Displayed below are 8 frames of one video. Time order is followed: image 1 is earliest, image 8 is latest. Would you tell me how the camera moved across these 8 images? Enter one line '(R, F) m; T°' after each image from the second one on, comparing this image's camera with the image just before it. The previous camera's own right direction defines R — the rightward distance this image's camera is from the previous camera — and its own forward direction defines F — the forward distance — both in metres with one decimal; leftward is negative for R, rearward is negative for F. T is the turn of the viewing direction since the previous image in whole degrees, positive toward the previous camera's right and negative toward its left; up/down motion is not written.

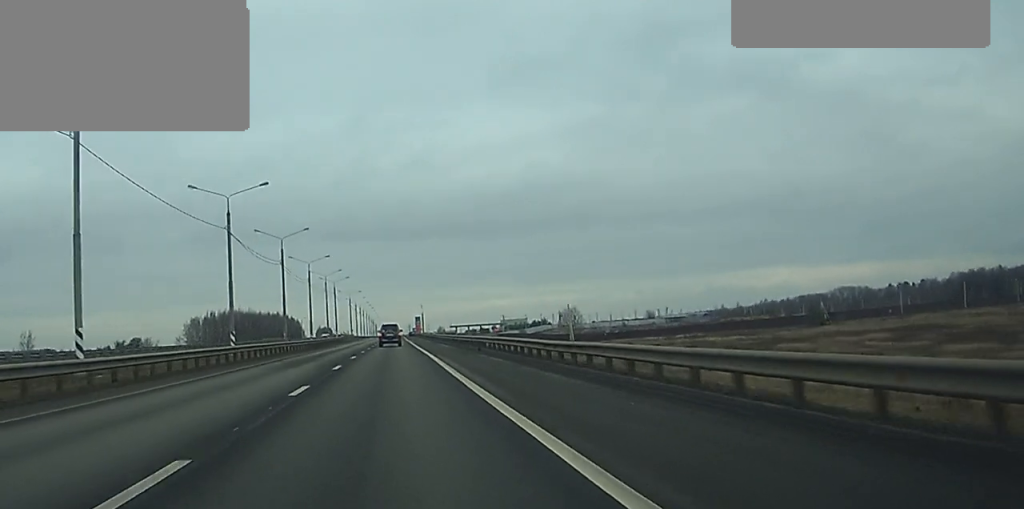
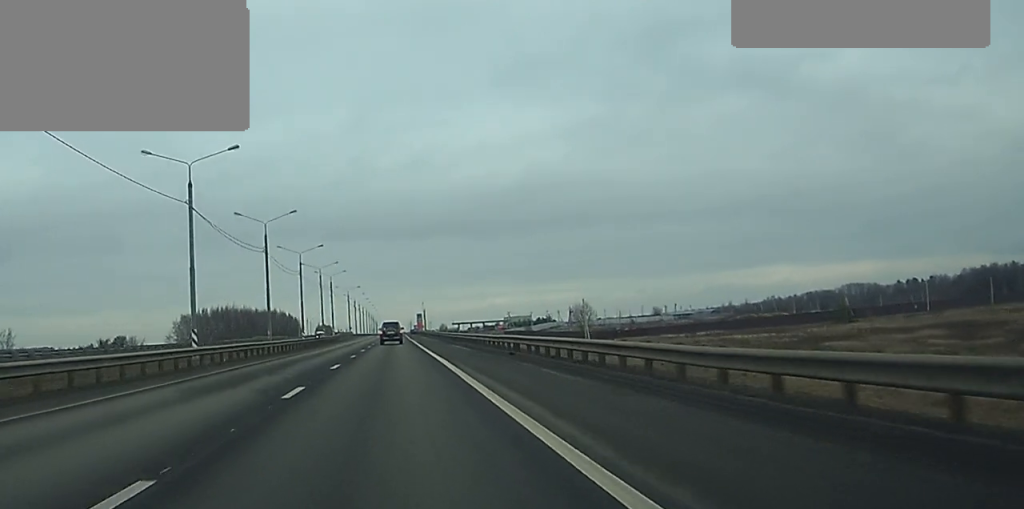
(0.0, +13.4) m; 0°
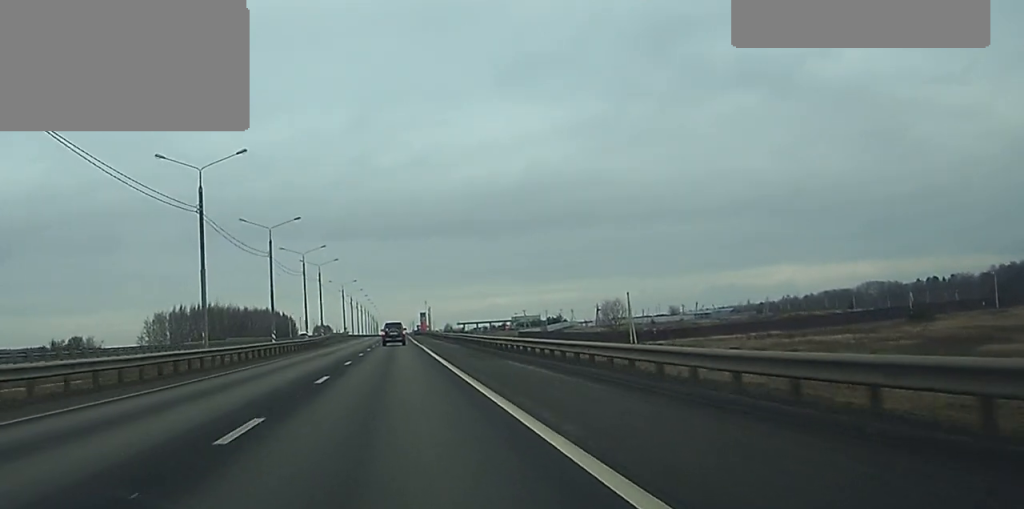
(0.0, +30.5) m; 0°
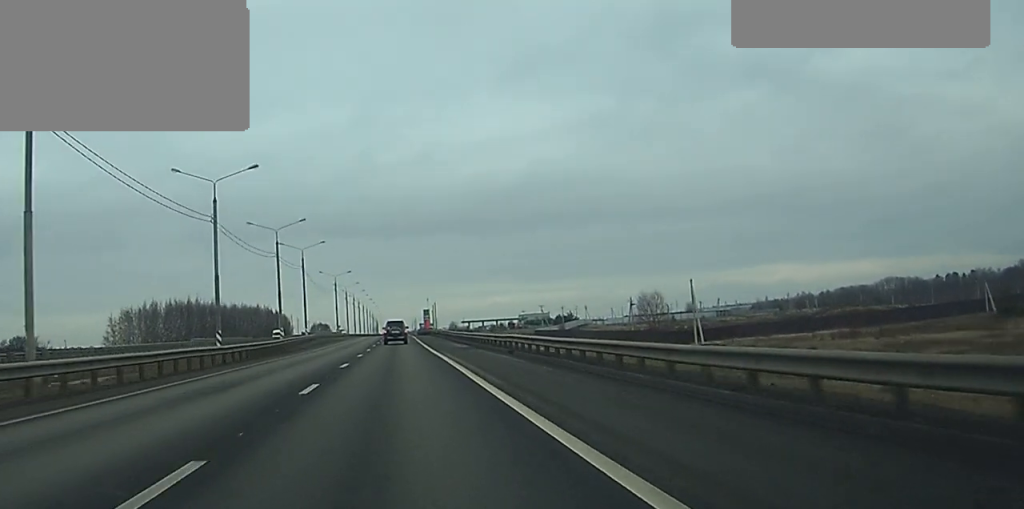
(0.0, +28.6) m; 0°
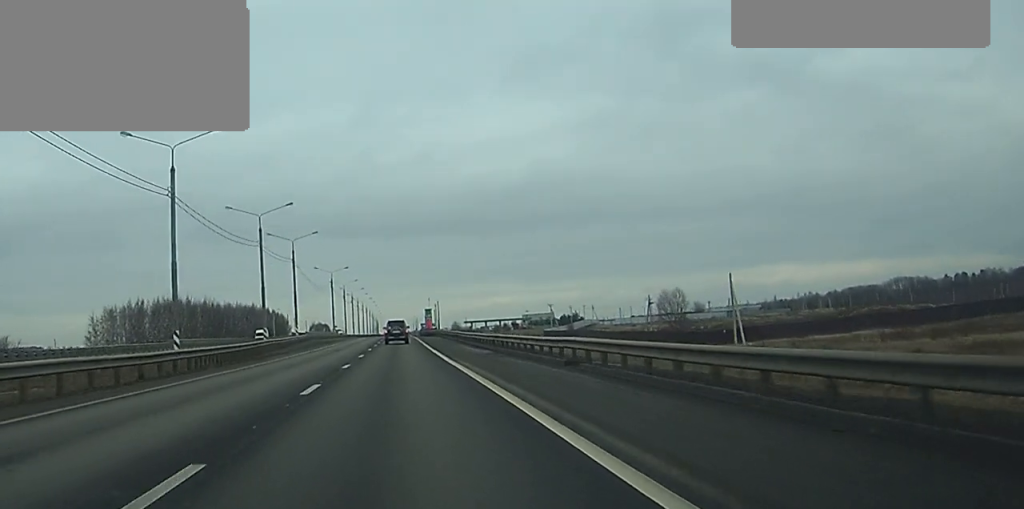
(0.0, +12.4) m; 0°
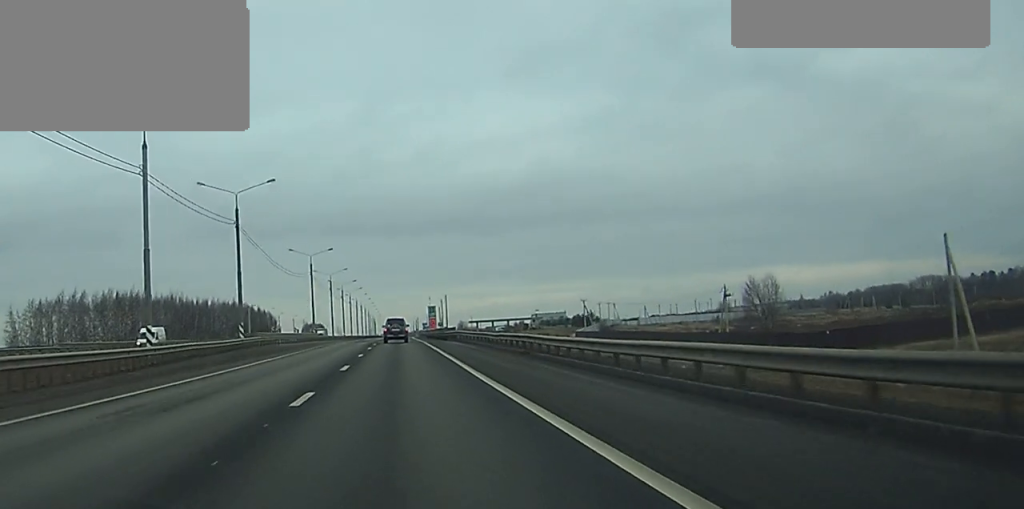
(-0.1, +38.9) m; 0°
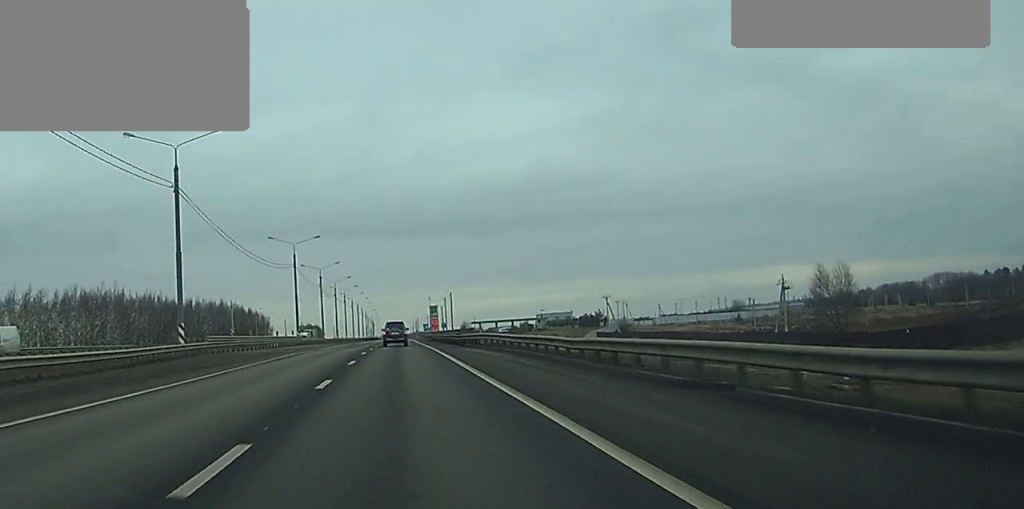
(0.0, +19.9) m; 0°
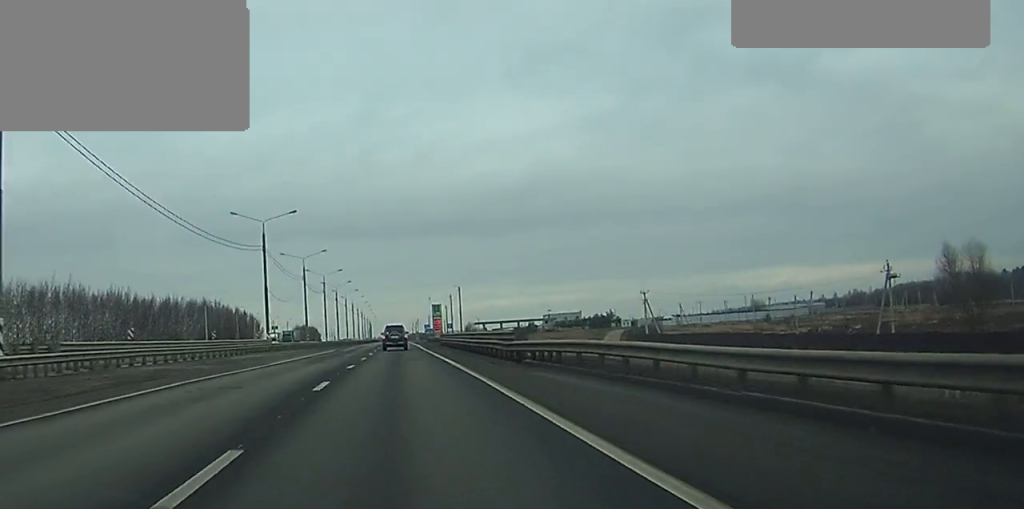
(+0.1, +24.4) m; 0°
